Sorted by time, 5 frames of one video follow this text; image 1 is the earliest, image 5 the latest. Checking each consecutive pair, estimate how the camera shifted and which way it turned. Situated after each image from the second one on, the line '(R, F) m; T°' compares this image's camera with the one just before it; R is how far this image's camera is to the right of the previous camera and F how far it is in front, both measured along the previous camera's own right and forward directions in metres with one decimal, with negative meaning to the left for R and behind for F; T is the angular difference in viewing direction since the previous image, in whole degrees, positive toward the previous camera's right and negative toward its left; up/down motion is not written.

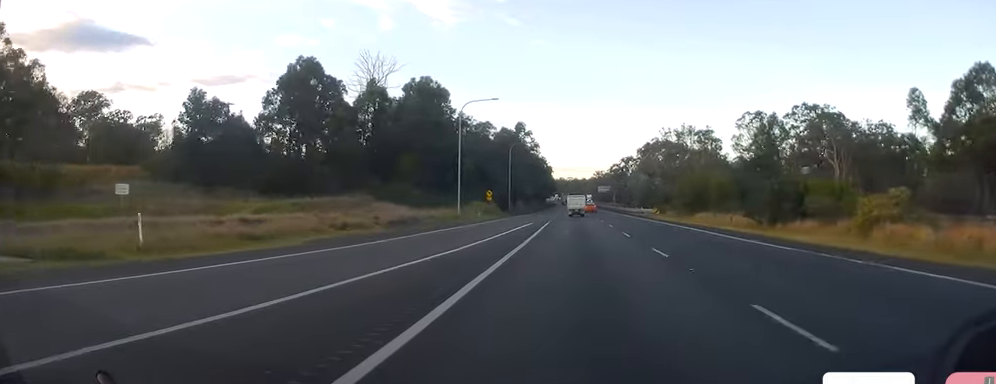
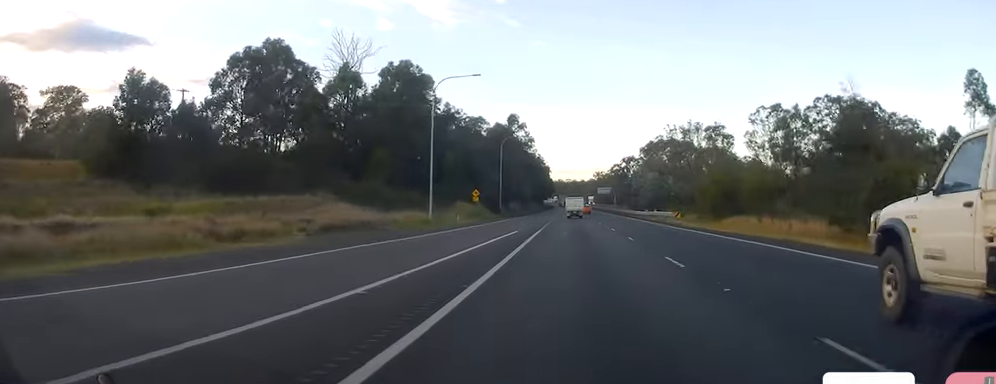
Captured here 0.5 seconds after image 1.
(-0.1, +14.5) m; 0°
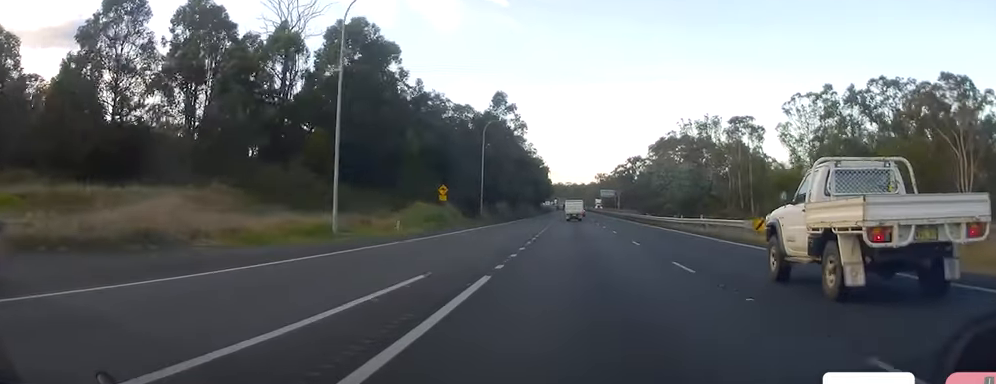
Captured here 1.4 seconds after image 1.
(-0.2, +25.1) m; 0°
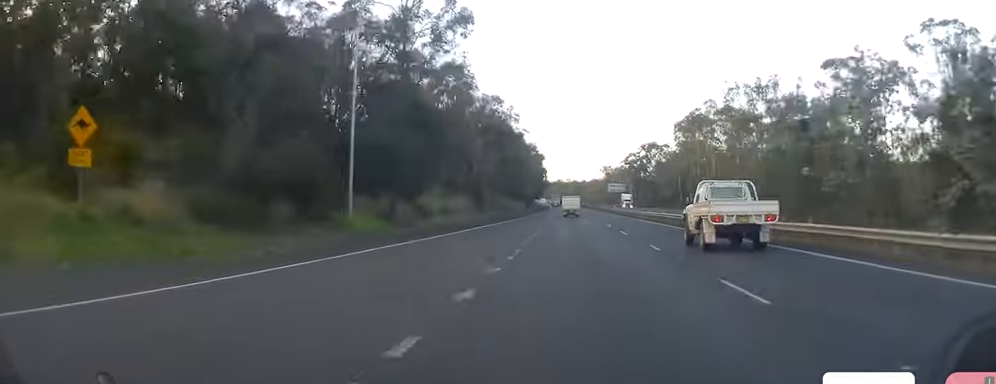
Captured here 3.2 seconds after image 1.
(+0.6, +53.8) m; +2°
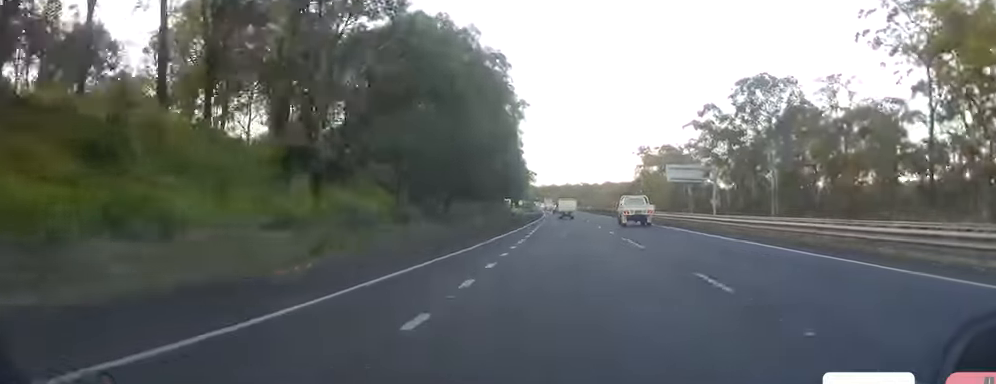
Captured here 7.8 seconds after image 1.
(-2.4, +130.2) m; -1°
